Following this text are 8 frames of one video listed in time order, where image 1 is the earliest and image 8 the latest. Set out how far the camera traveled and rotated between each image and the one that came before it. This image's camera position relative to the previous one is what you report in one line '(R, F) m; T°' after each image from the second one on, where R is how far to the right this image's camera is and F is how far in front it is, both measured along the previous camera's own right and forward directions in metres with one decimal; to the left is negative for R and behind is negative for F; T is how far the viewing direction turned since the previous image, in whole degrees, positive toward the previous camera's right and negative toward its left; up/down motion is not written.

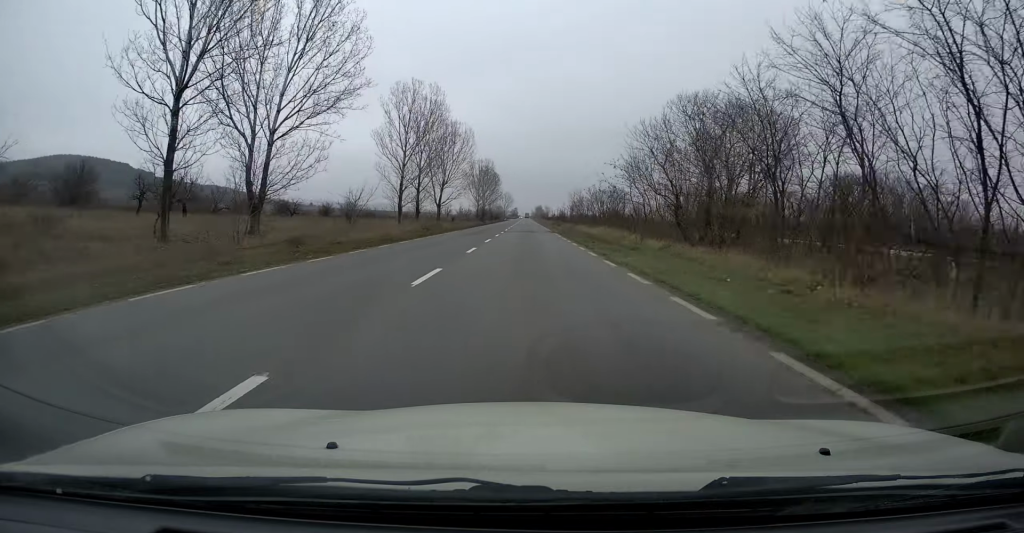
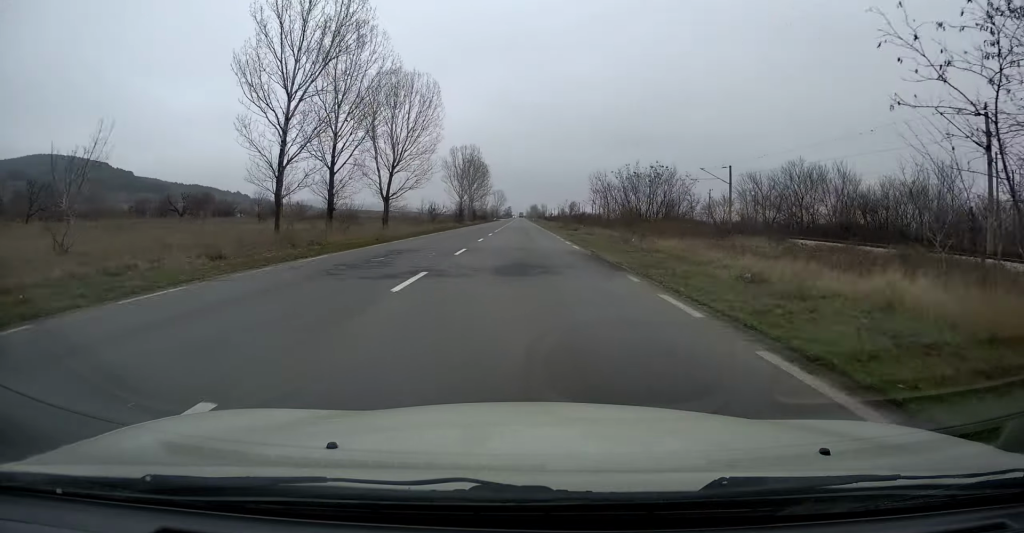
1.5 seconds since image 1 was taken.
(+0.1, +36.9) m; 0°
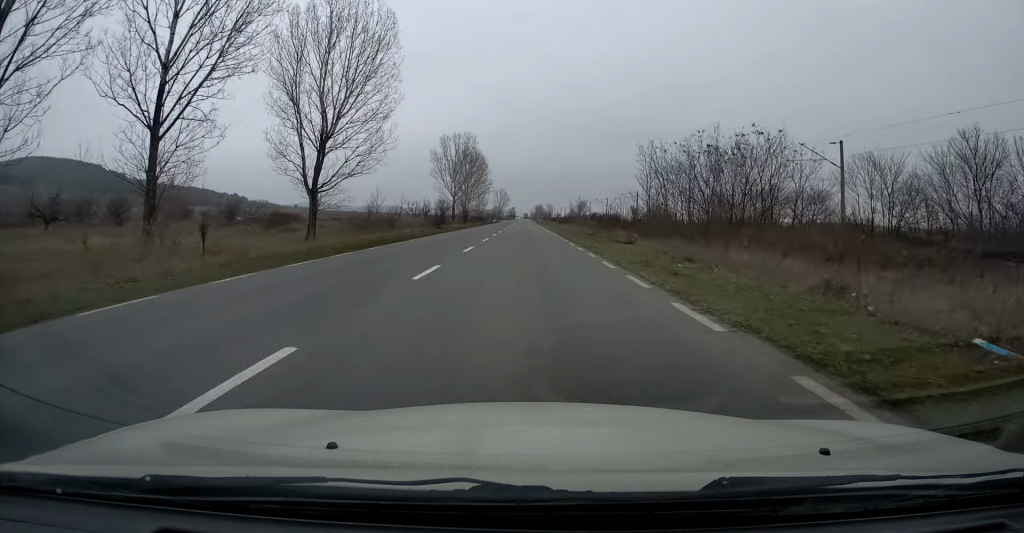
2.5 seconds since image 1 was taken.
(+0.2, +25.7) m; +1°
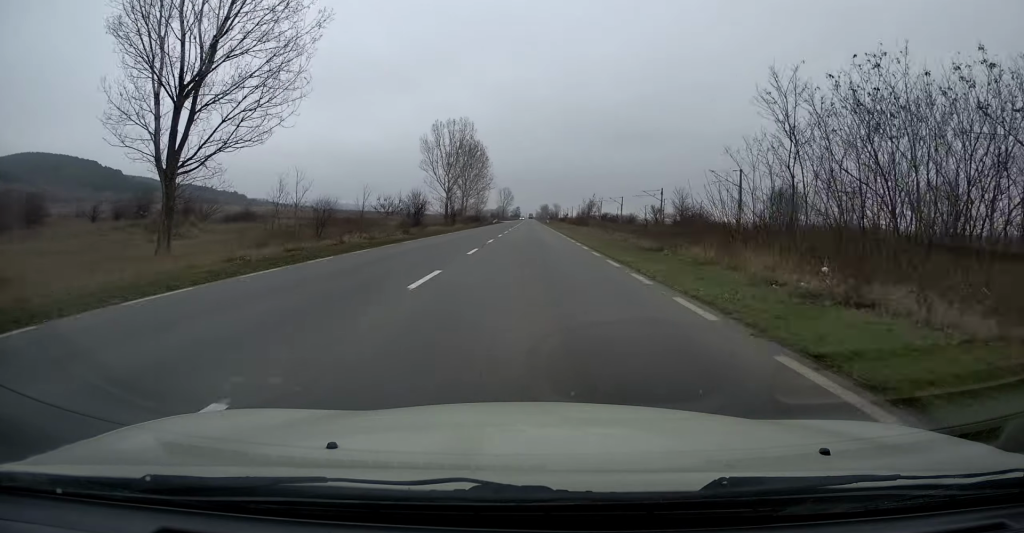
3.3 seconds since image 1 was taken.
(+0.1, +20.0) m; 0°
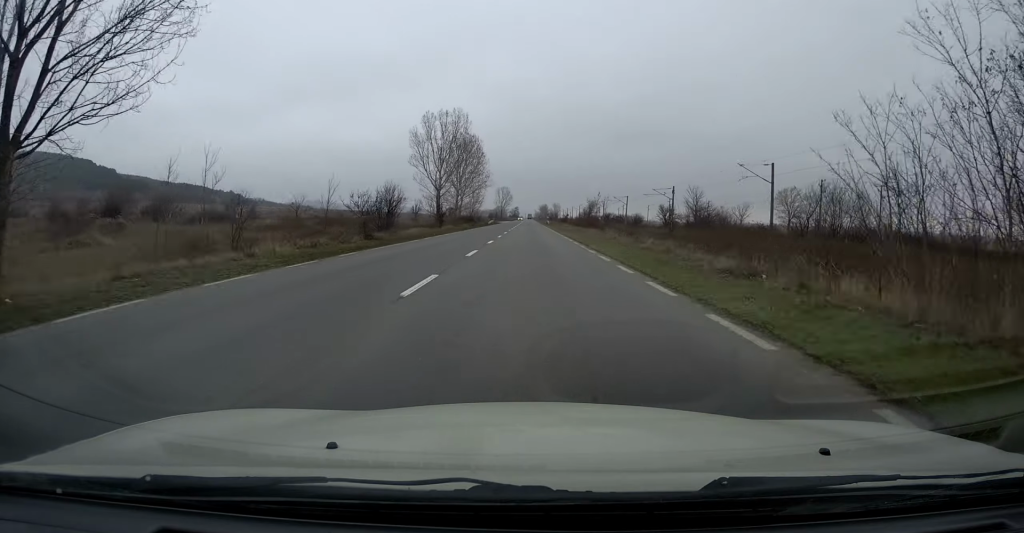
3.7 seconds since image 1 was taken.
(0.0, +10.0) m; 0°
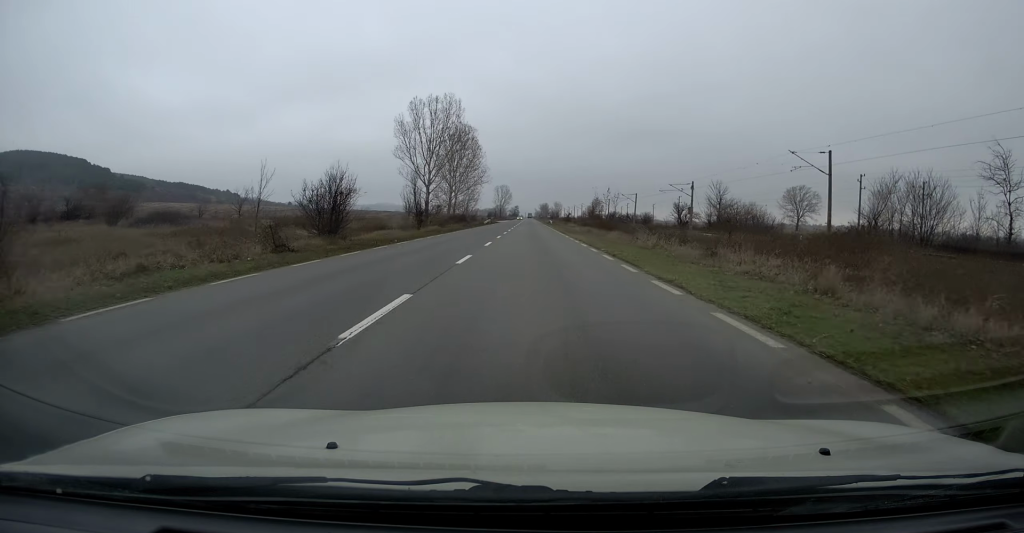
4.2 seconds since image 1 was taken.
(0.0, +12.6) m; 0°
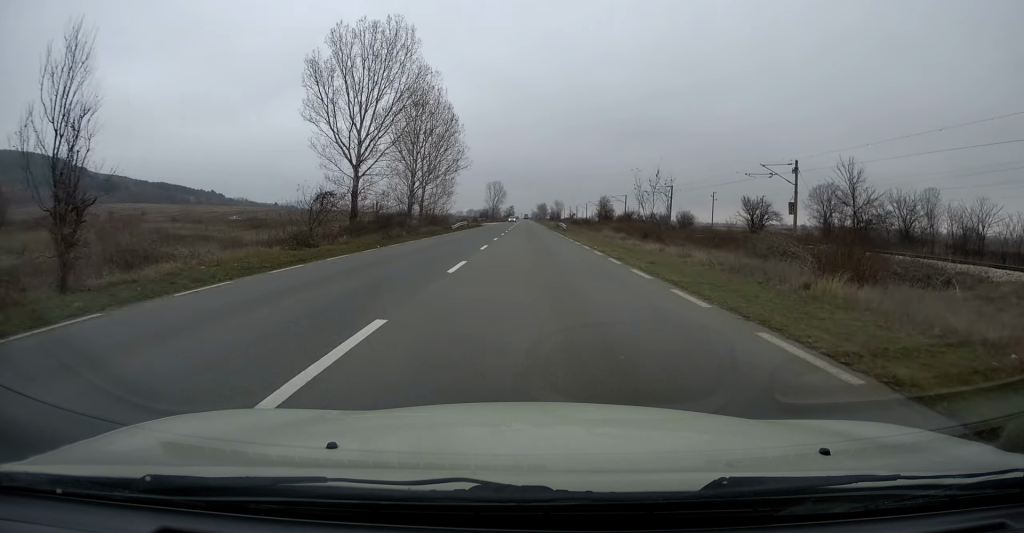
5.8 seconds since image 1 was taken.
(-0.6, +40.2) m; -1°
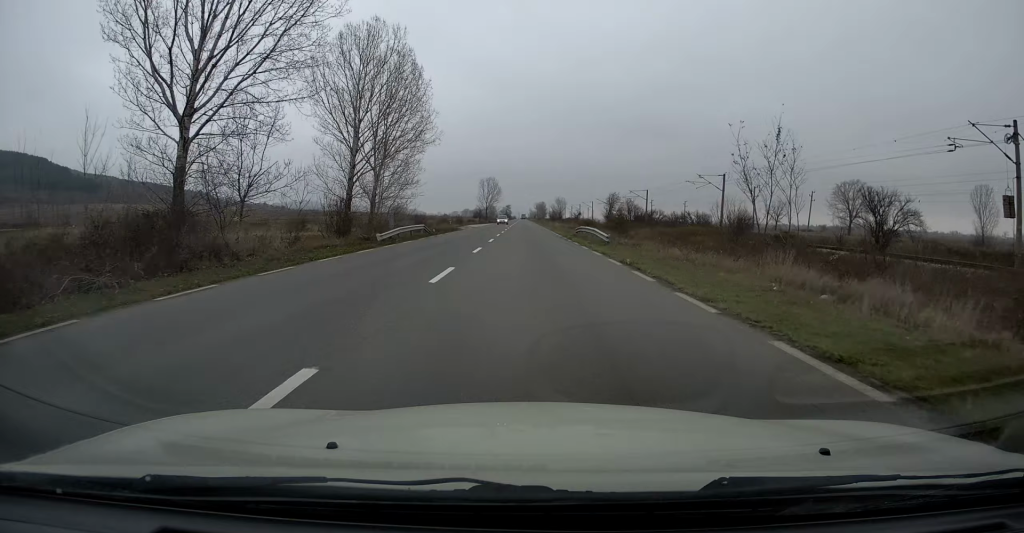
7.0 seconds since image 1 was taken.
(+0.5, +31.4) m; +1°
